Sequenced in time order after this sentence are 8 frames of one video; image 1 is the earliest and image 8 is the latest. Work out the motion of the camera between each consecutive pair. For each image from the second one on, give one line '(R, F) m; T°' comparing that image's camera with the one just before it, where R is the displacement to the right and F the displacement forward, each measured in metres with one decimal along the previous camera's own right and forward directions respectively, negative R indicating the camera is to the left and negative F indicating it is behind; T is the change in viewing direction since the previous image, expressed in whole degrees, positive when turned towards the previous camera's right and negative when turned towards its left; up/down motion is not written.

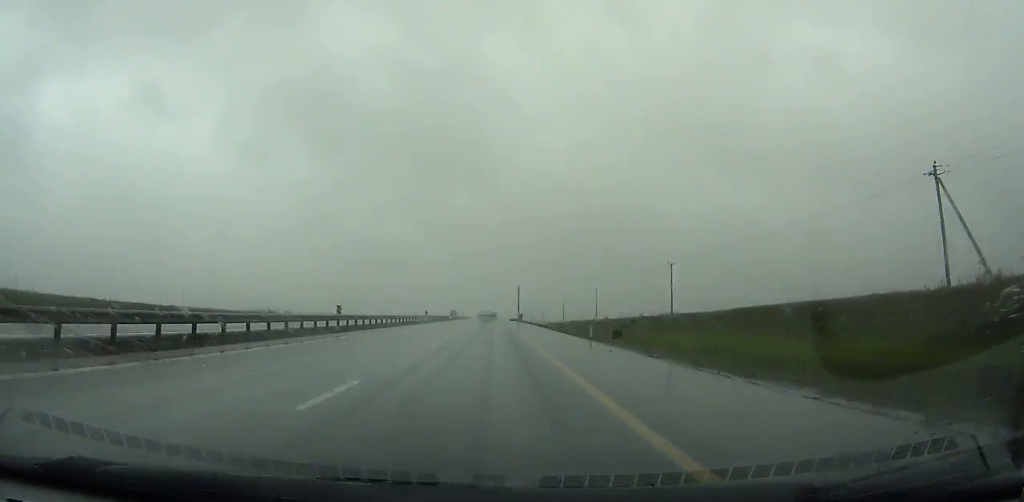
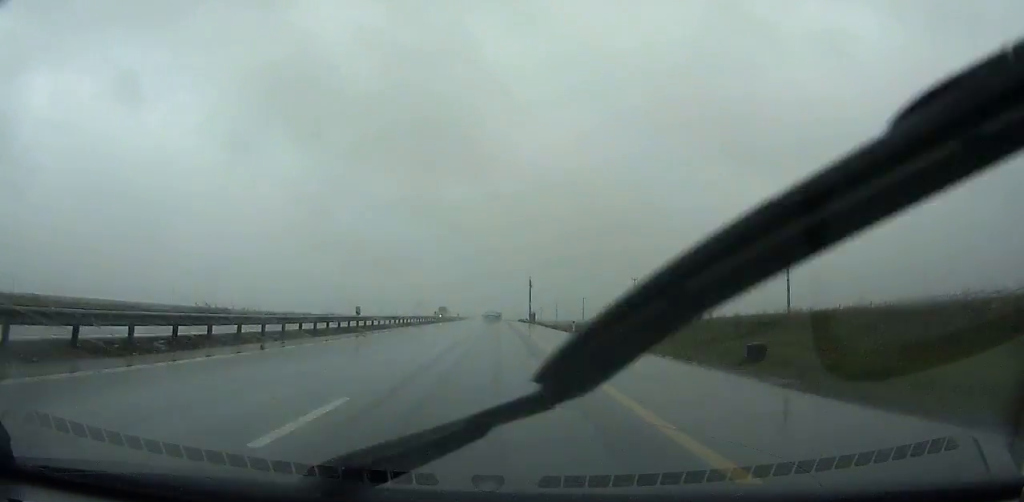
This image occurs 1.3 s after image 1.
(0.0, +35.6) m; 0°
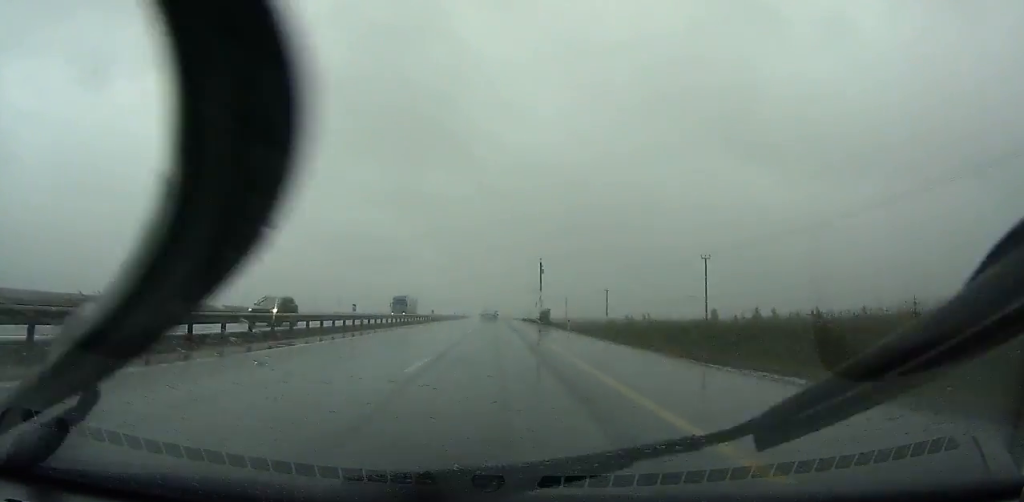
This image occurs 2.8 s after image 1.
(-0.1, +41.2) m; 0°
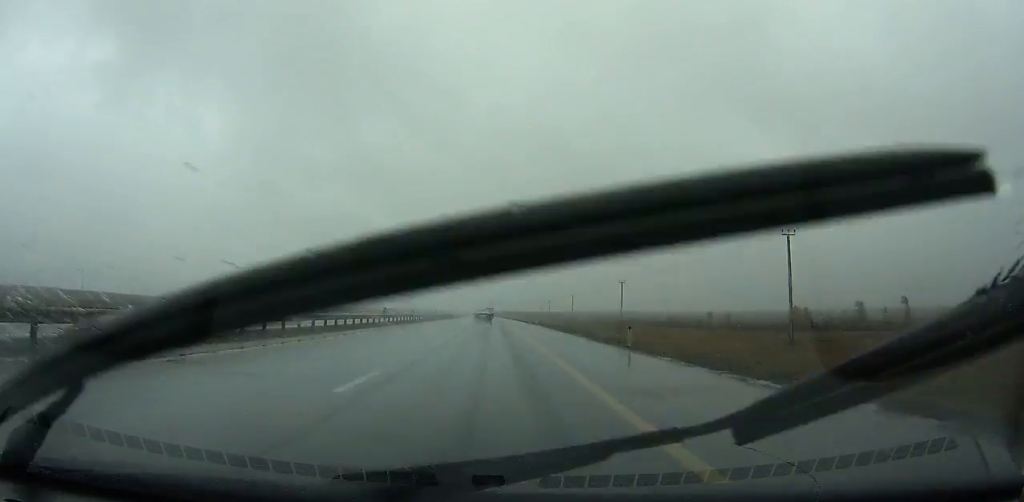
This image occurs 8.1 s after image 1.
(-0.1, +144.4) m; -1°
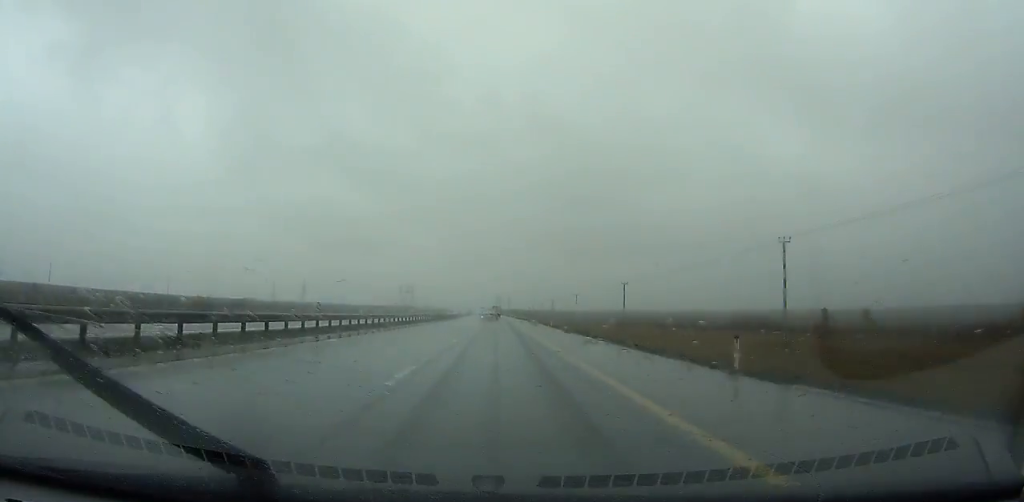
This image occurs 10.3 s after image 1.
(-0.3, +59.6) m; -1°
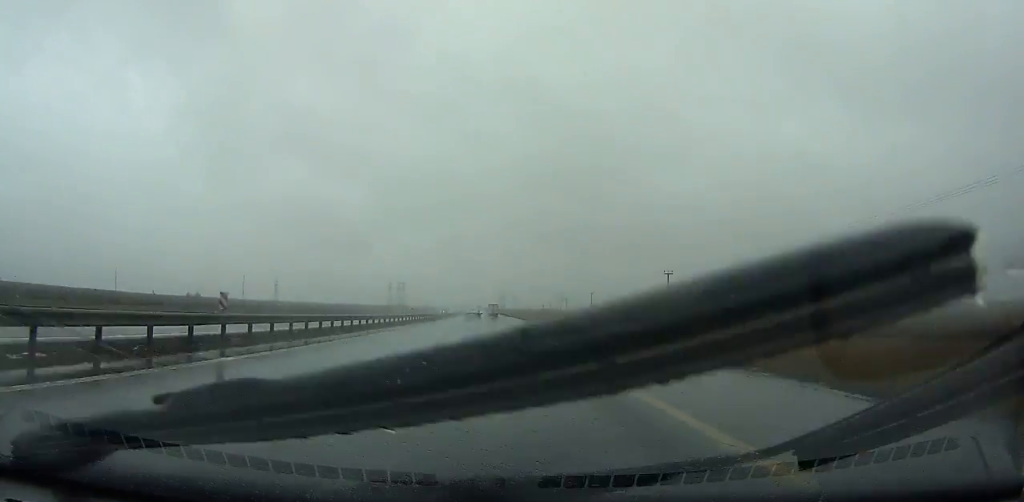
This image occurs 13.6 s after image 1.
(-0.4, +89.7) m; -1°
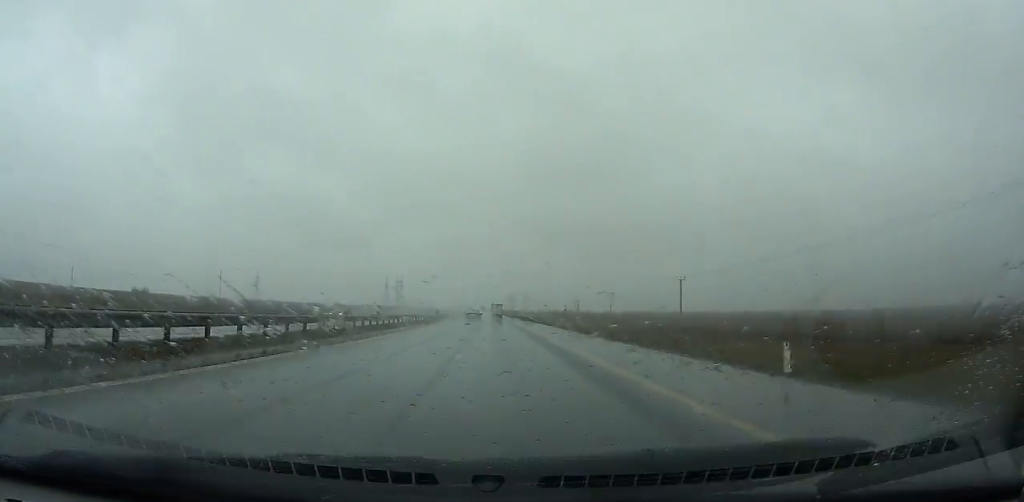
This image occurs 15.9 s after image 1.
(-0.4, +62.8) m; 0°
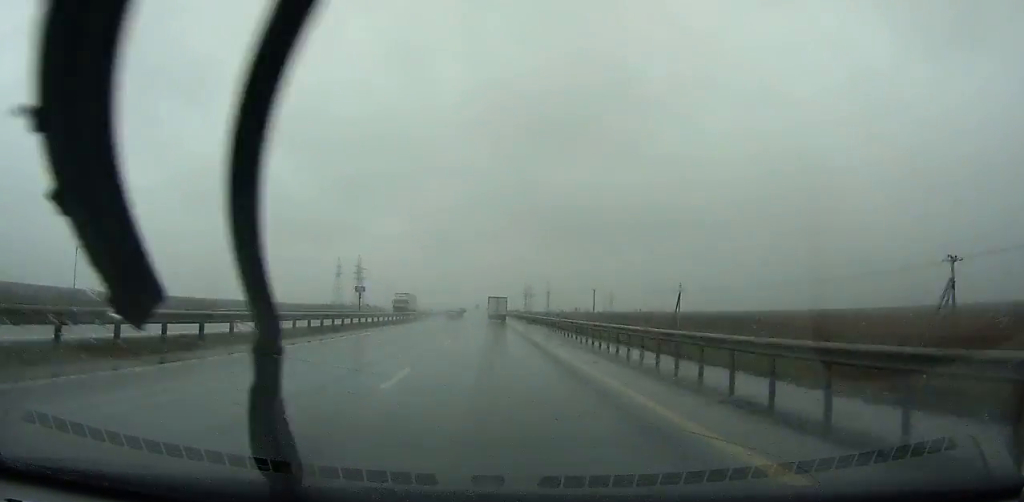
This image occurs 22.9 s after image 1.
(-1.9, +193.4) m; -1°
